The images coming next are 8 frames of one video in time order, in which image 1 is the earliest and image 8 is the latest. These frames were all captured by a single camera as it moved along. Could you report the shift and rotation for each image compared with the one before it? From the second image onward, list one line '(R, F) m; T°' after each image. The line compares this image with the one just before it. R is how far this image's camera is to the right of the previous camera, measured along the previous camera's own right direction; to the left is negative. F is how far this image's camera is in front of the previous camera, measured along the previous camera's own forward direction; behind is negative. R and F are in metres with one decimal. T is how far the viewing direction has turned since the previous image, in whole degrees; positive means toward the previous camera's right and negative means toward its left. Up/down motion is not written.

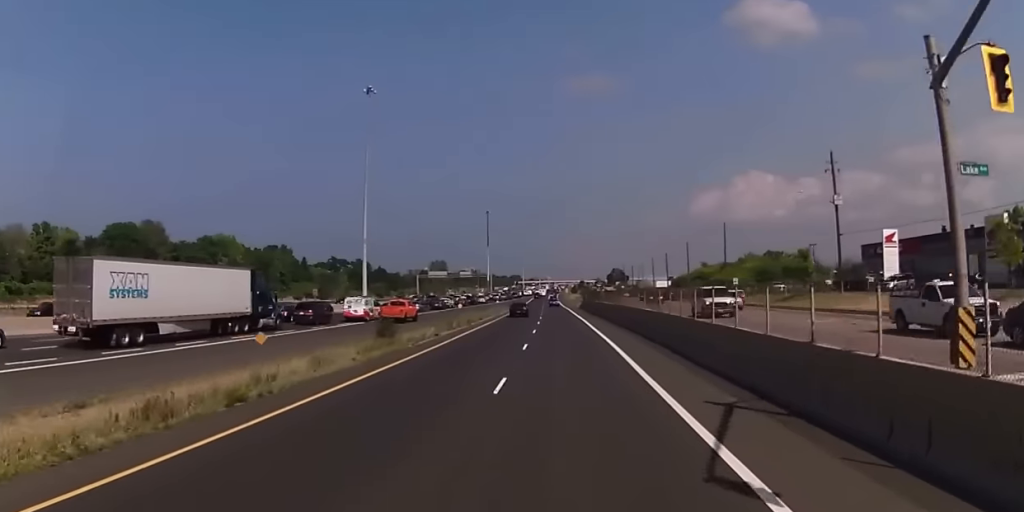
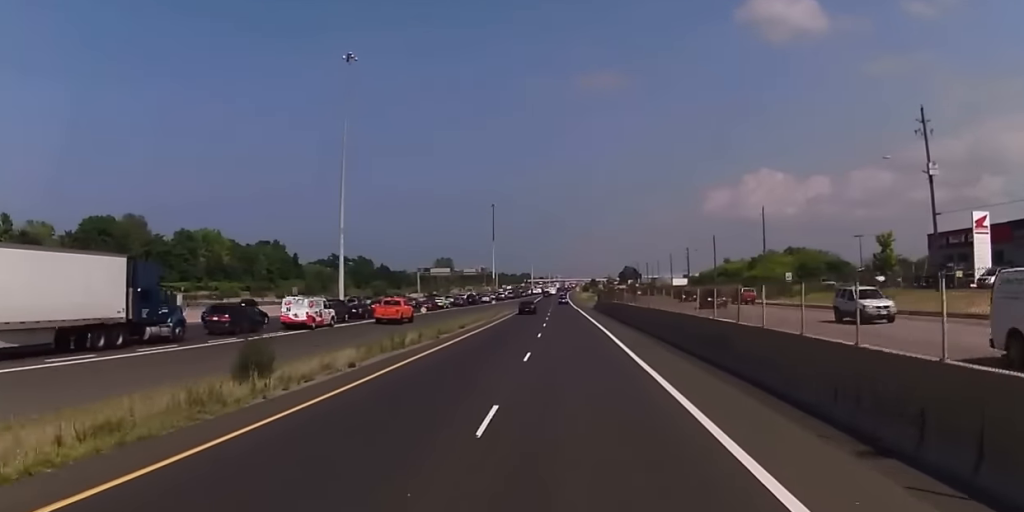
(0.0, +17.0) m; 0°
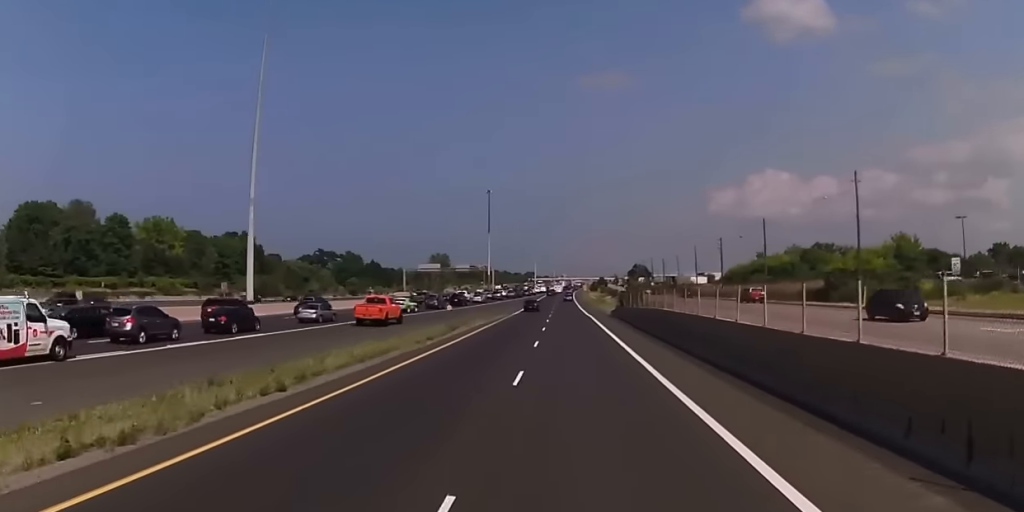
(-0.4, +30.5) m; -1°
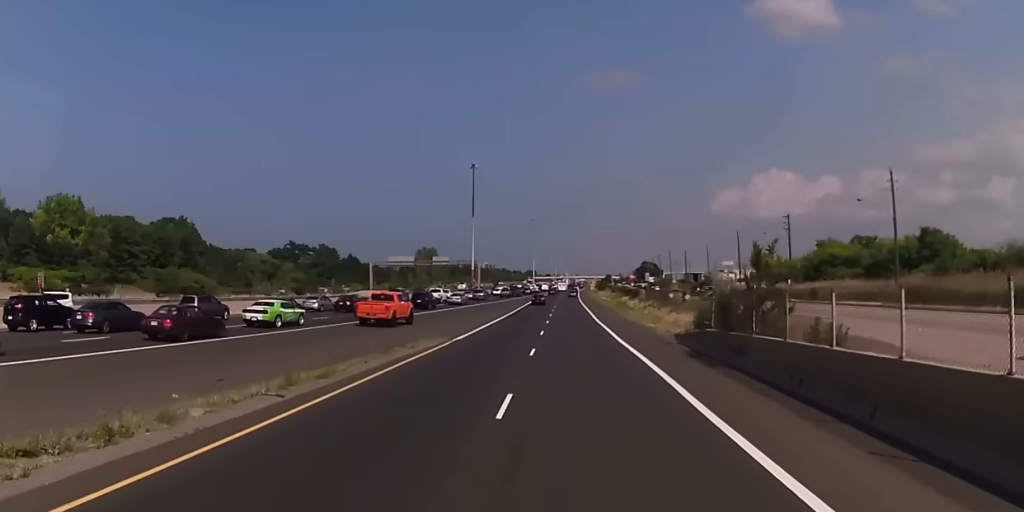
(-1.1, +41.7) m; -2°
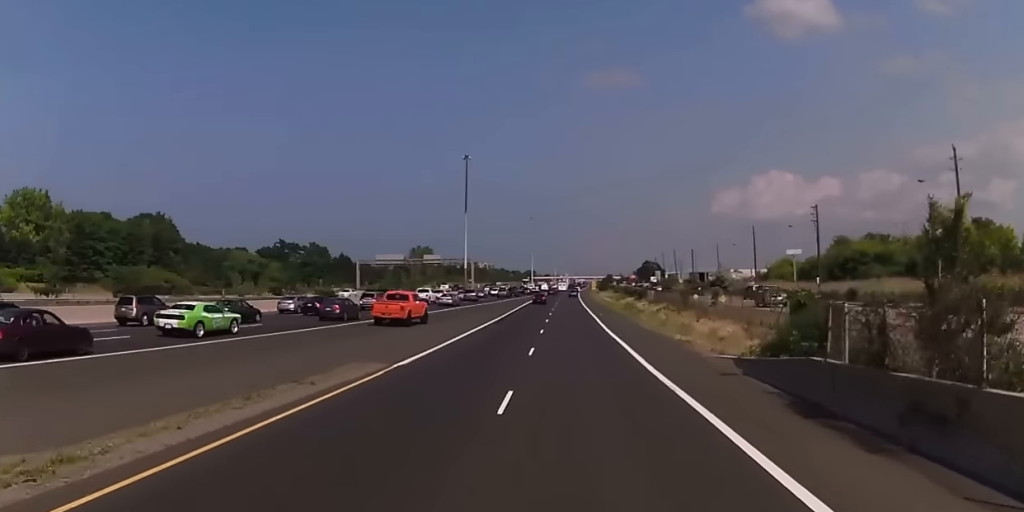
(+0.1, +11.4) m; 0°
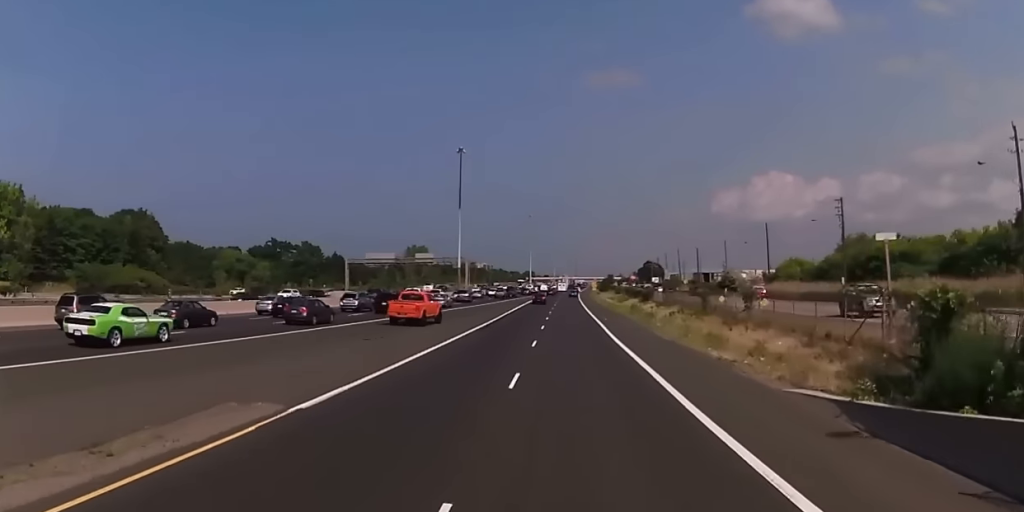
(0.0, +8.3) m; 0°
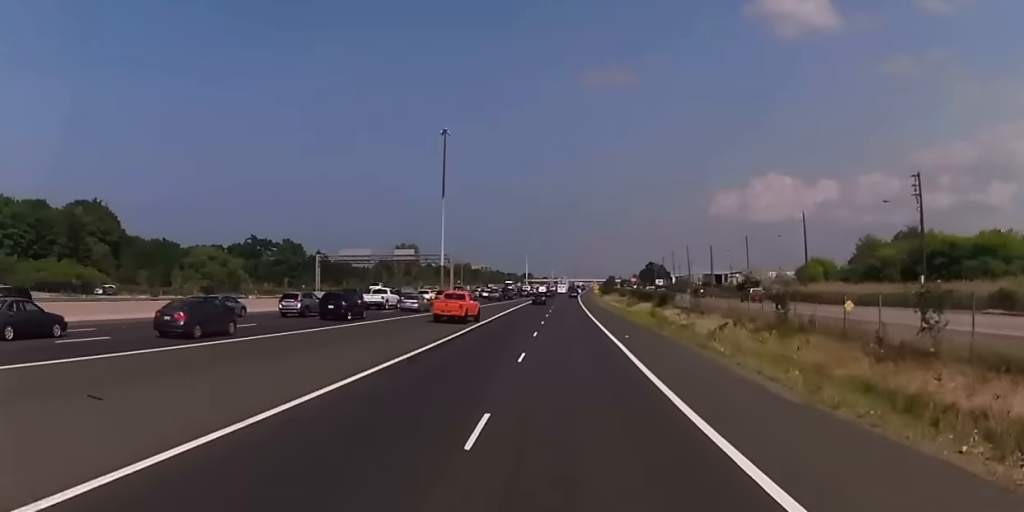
(+0.1, +18.7) m; +1°
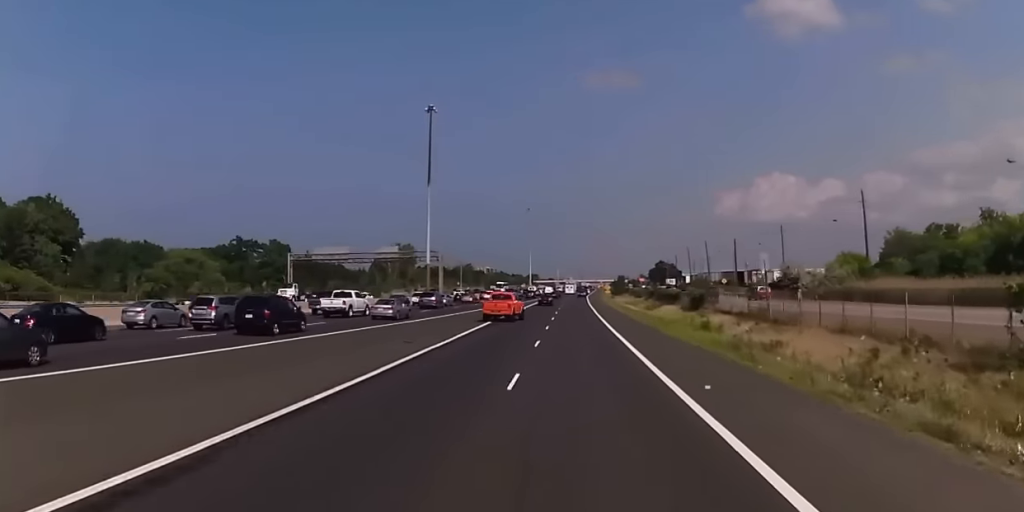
(+0.2, +18.2) m; 0°
